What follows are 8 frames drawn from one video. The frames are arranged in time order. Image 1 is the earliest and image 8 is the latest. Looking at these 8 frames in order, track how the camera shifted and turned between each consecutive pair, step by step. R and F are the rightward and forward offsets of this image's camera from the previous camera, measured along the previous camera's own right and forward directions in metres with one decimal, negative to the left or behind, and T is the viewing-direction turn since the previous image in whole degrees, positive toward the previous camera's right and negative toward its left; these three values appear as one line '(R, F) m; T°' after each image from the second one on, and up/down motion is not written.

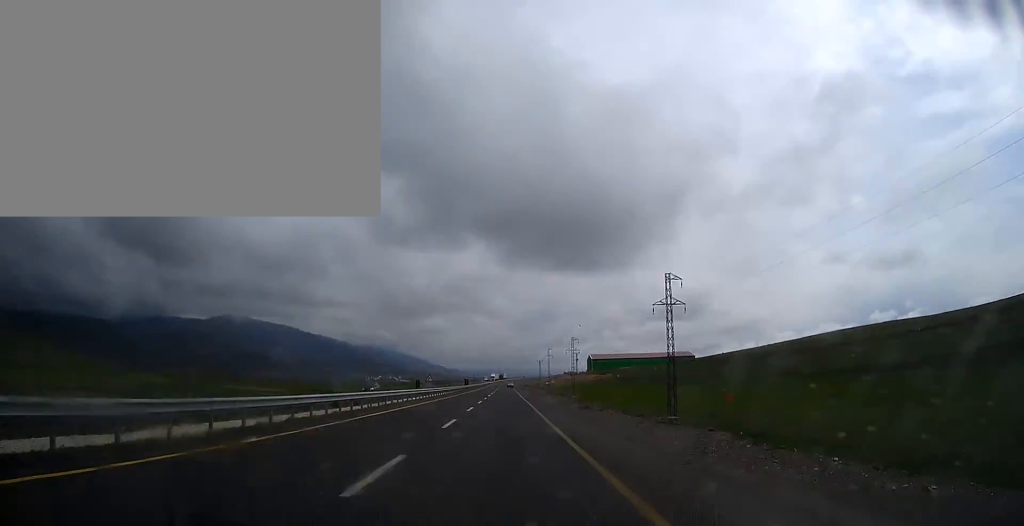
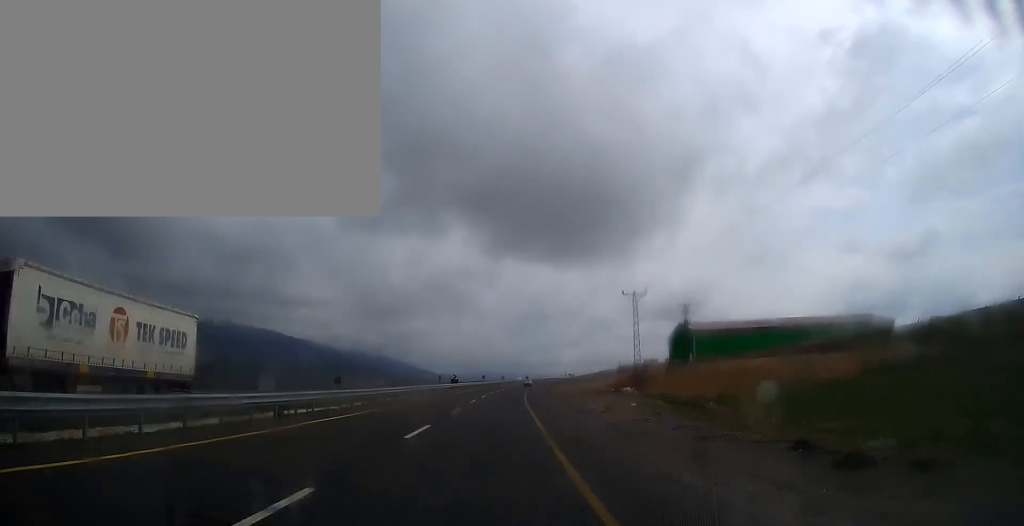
(+2.4, +219.1) m; +3°
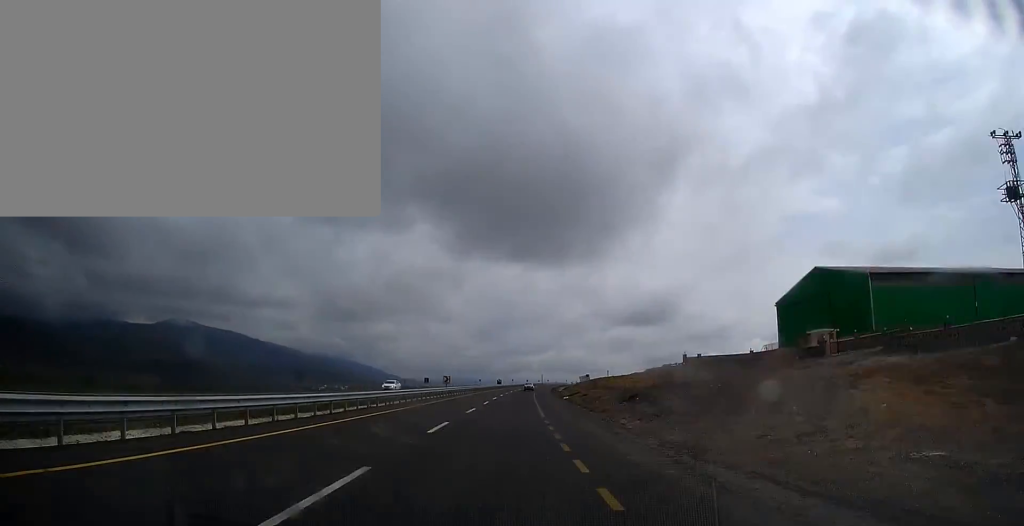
(+0.9, +93.4) m; +3°
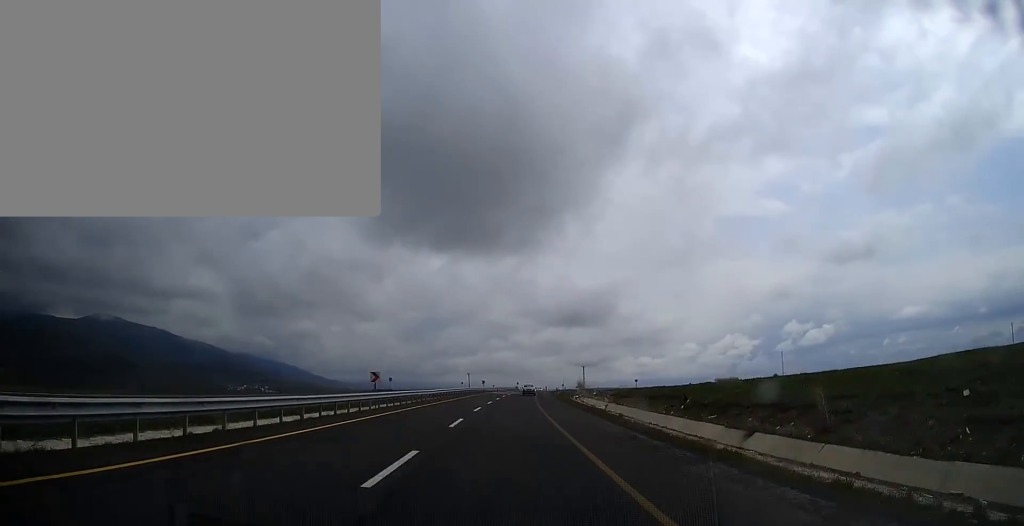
(+10.4, +175.6) m; +7°
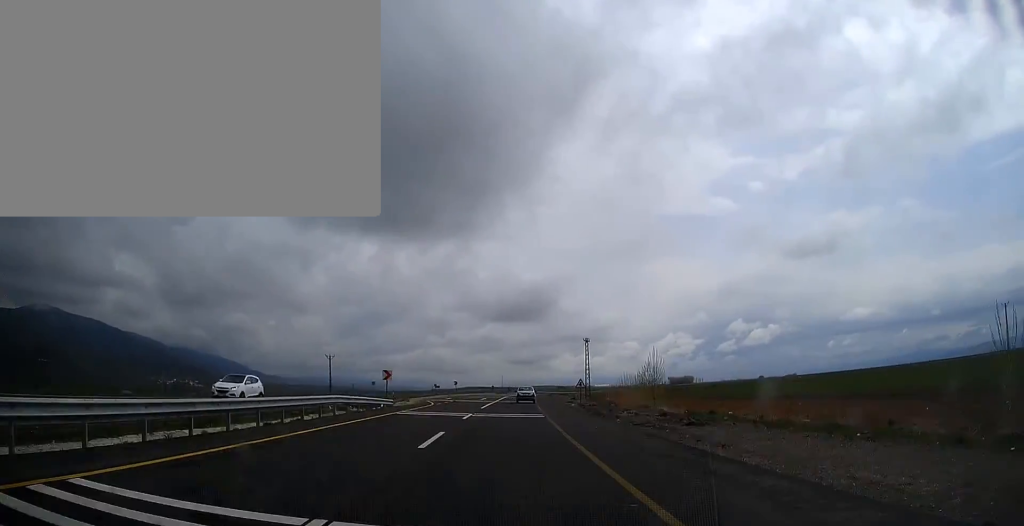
(+5.3, +135.4) m; +5°
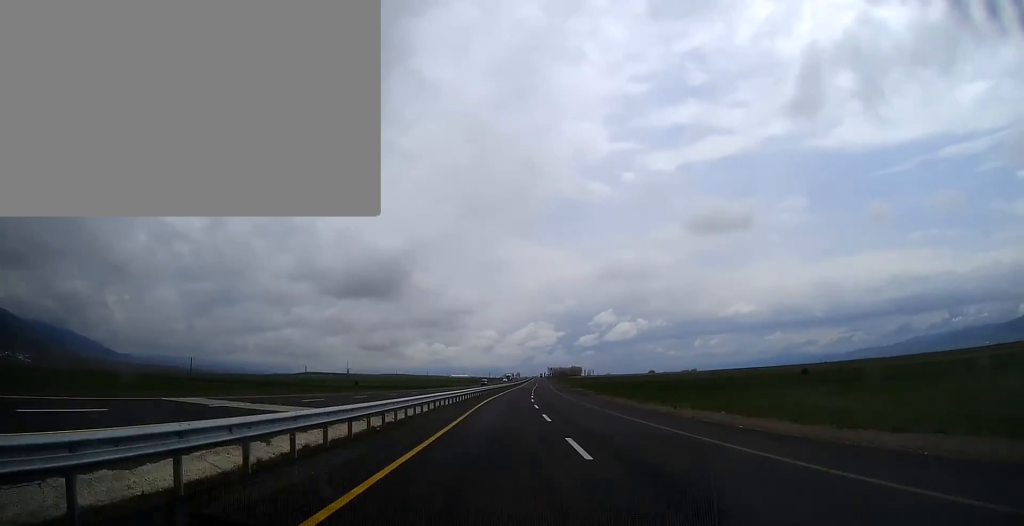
(+43.2, +355.8) m; +13°
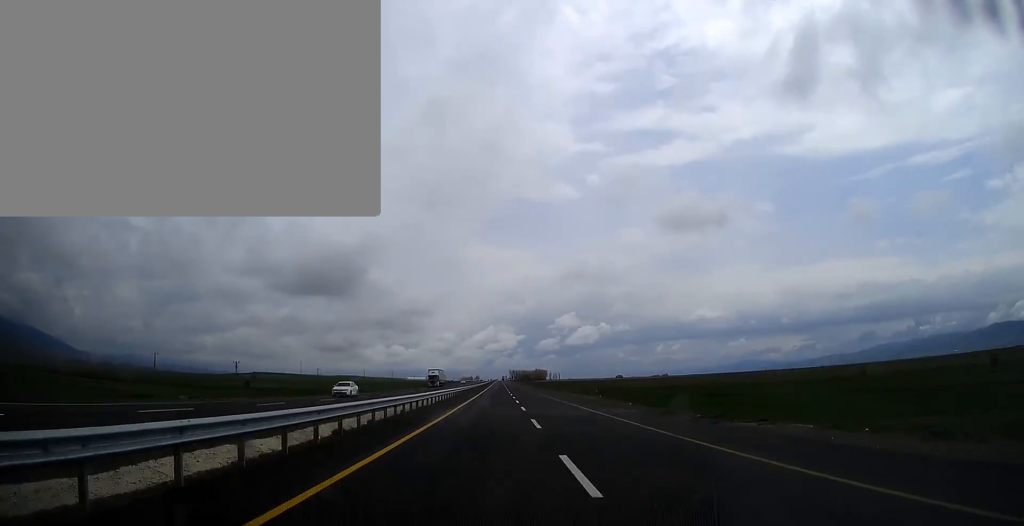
(+4.2, +111.2) m; +2°
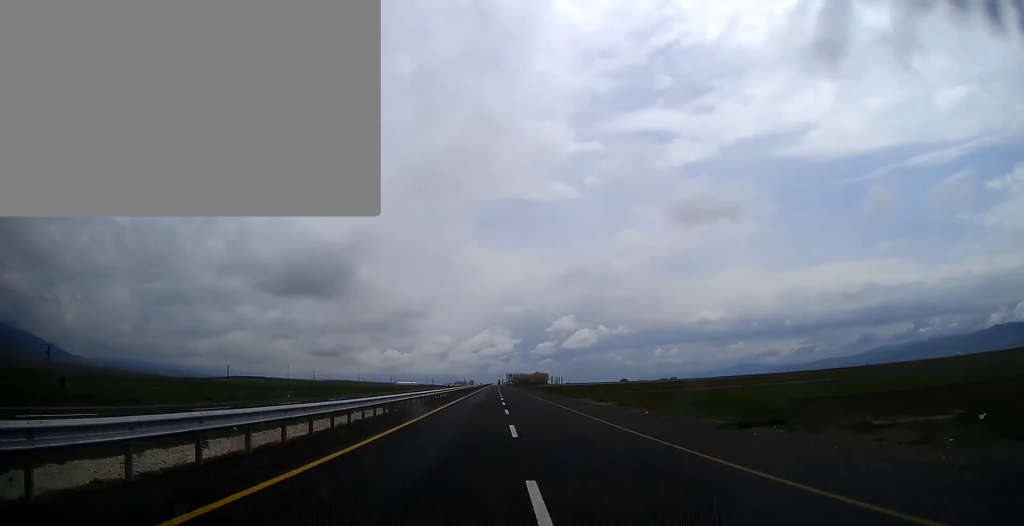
(+1.5, +122.8) m; +1°
